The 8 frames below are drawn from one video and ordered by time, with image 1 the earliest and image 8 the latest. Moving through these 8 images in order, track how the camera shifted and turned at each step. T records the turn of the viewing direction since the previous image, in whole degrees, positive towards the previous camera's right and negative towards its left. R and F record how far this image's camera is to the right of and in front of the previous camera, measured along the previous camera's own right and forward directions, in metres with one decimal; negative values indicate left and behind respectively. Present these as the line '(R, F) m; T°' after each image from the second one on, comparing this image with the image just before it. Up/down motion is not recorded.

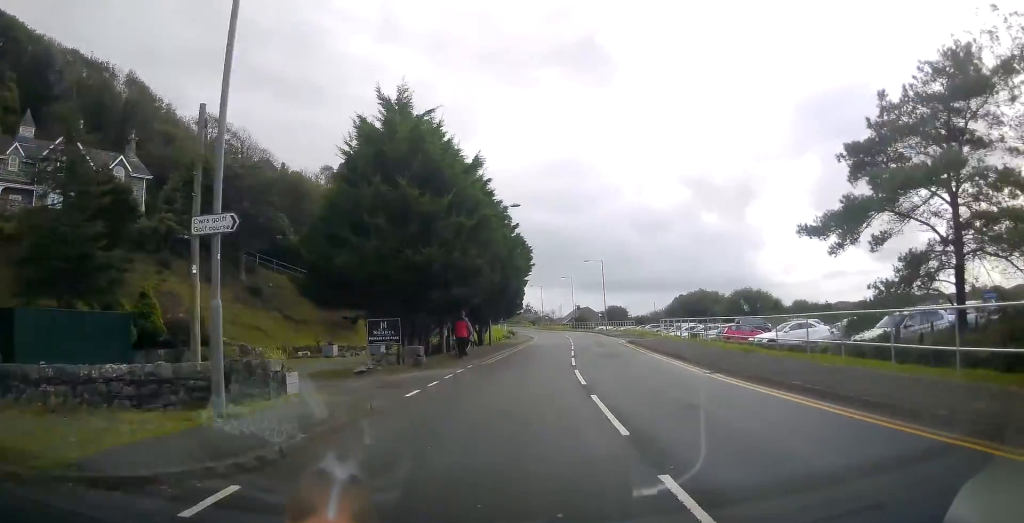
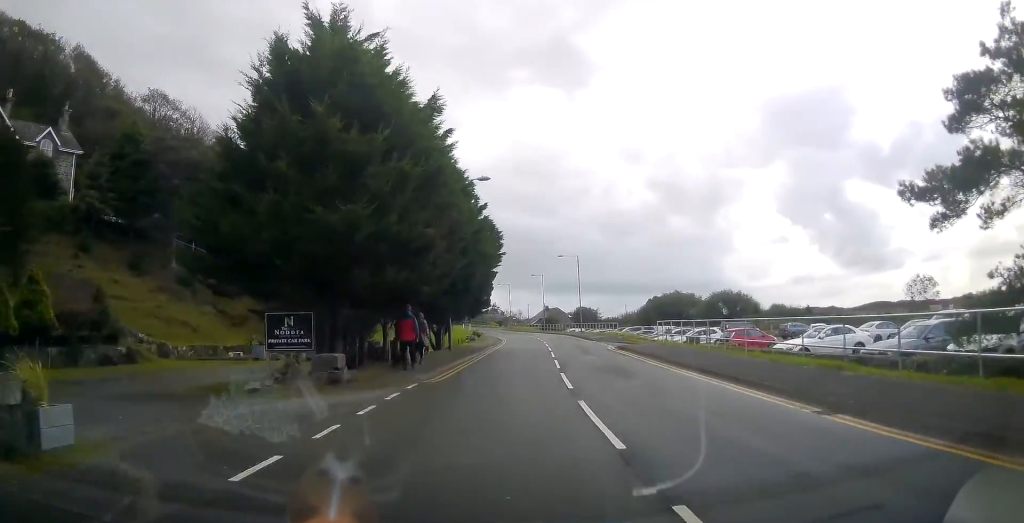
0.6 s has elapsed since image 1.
(+0.3, +6.8) m; +3°
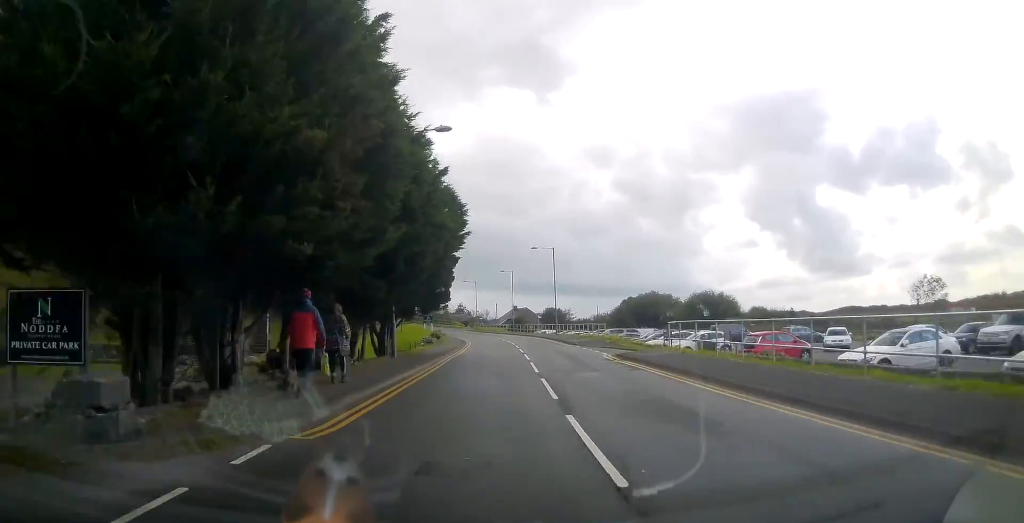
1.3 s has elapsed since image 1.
(+0.2, +7.7) m; +3°
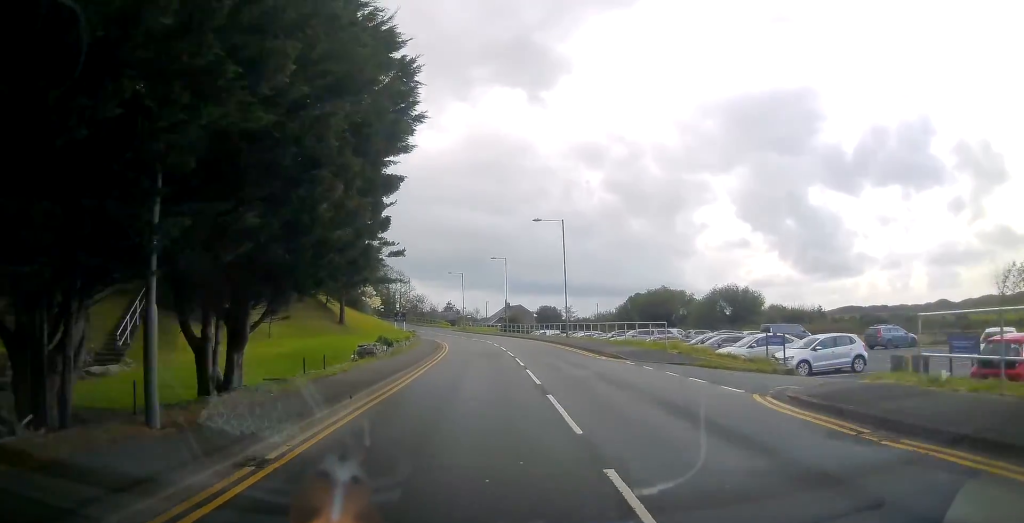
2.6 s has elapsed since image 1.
(+0.7, +15.4) m; +4°
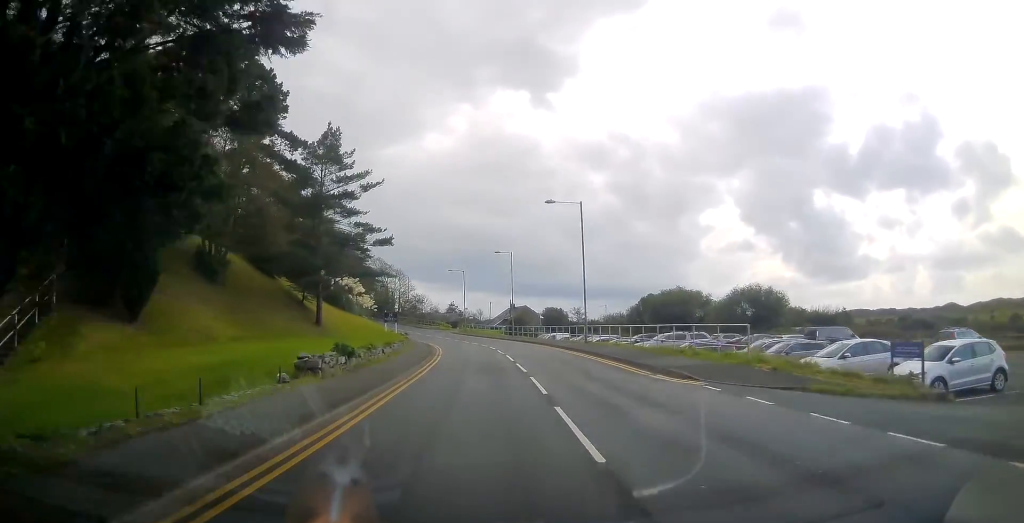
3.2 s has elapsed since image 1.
(+0.1, +7.2) m; +1°
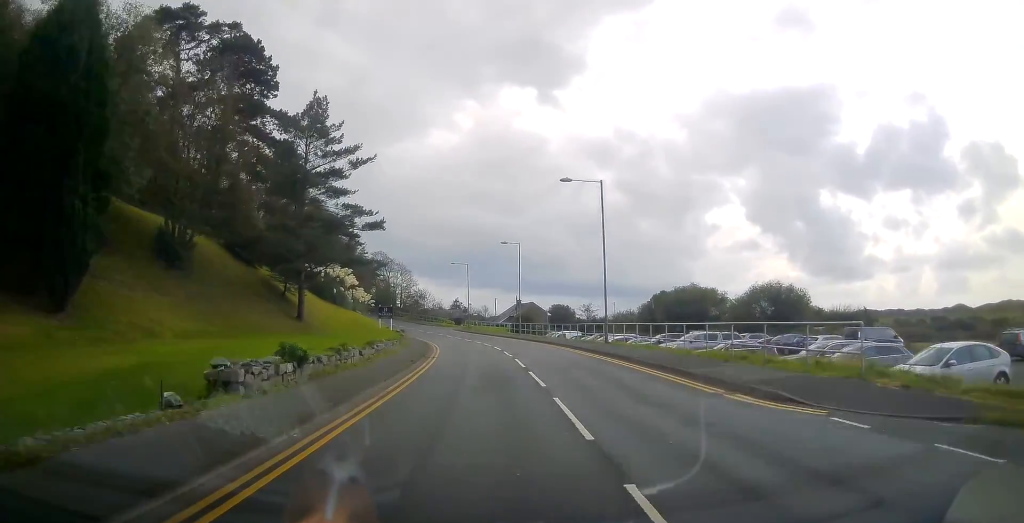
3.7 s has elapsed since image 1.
(0.0, +4.9) m; 0°
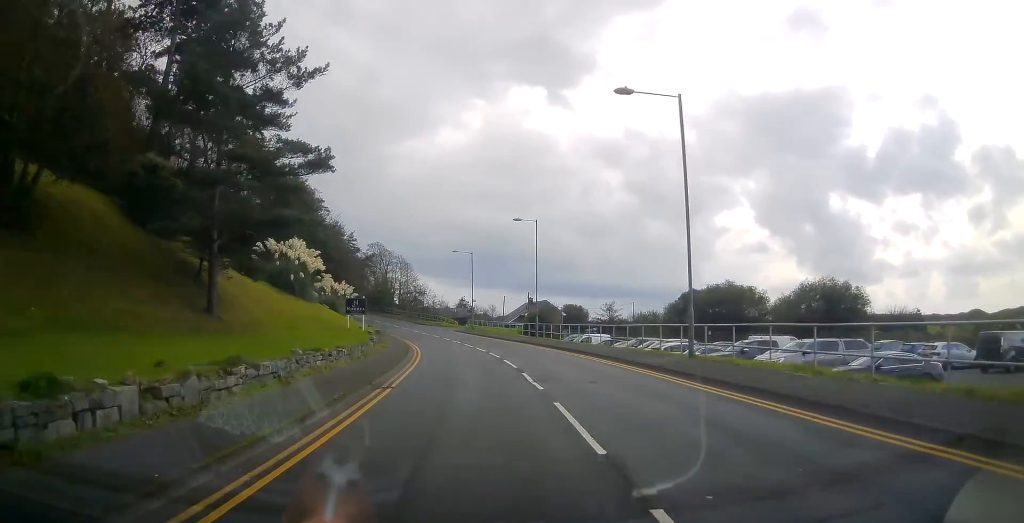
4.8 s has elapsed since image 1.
(-0.1, +12.5) m; -2°
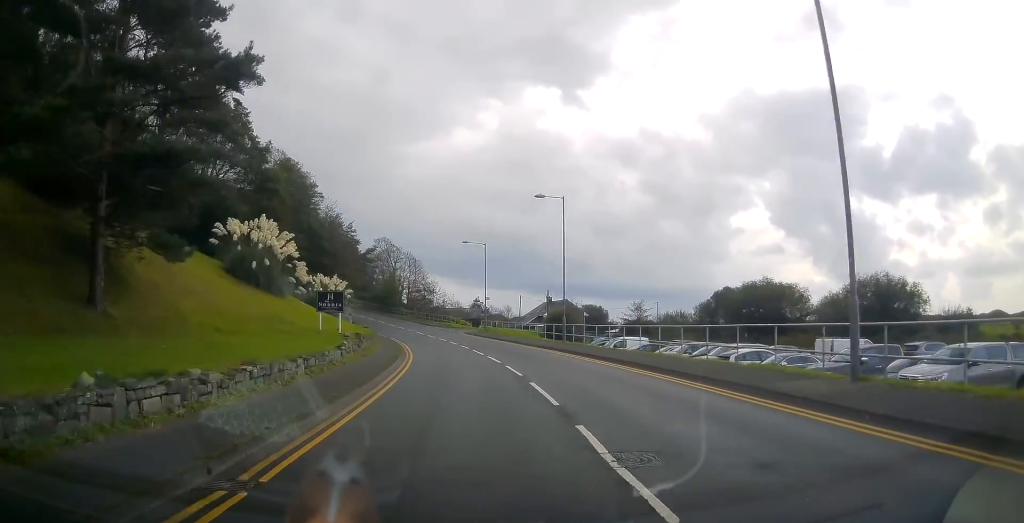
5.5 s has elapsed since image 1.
(-0.2, +8.3) m; -1°
